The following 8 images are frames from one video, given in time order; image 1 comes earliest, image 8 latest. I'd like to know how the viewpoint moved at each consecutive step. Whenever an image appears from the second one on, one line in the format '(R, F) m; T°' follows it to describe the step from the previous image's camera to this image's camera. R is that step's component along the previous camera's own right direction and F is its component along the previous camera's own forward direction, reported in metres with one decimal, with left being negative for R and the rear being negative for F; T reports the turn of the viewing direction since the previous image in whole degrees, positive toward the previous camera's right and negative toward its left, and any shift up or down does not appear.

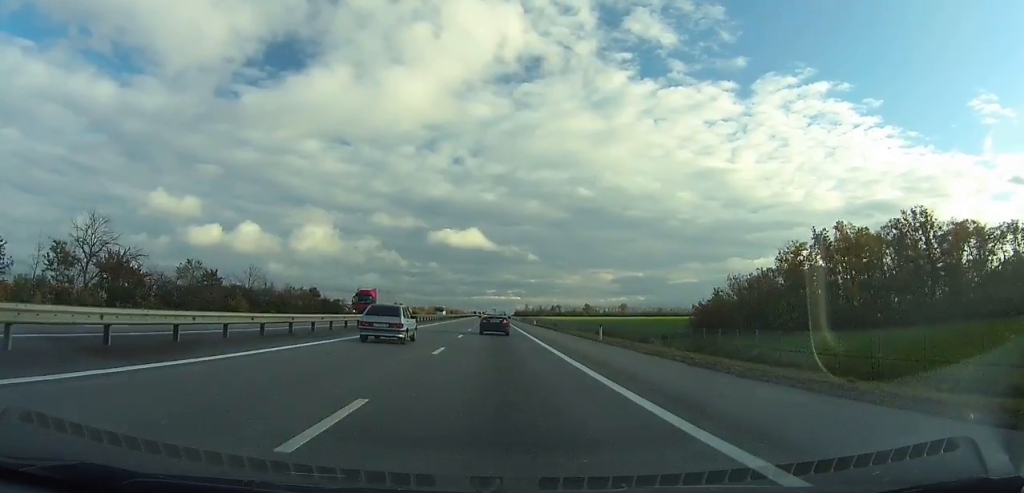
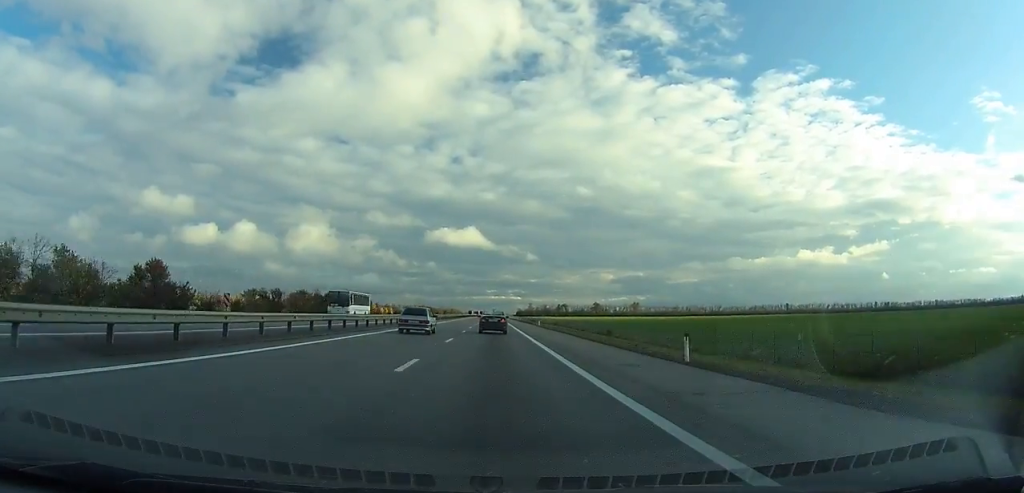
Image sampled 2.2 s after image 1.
(+0.1, +65.1) m; 0°
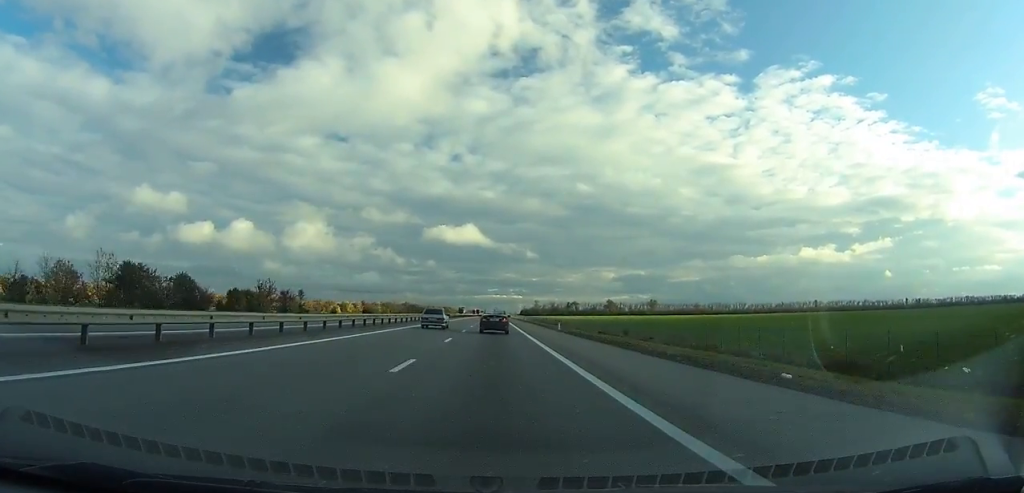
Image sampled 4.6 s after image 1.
(0.0, +71.5) m; 0°
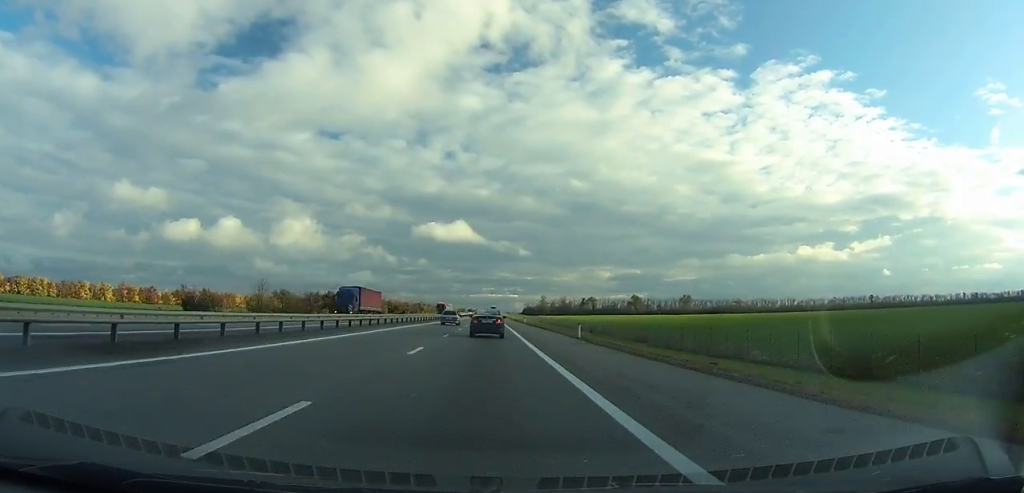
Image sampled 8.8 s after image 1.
(-0.1, +126.1) m; 0°
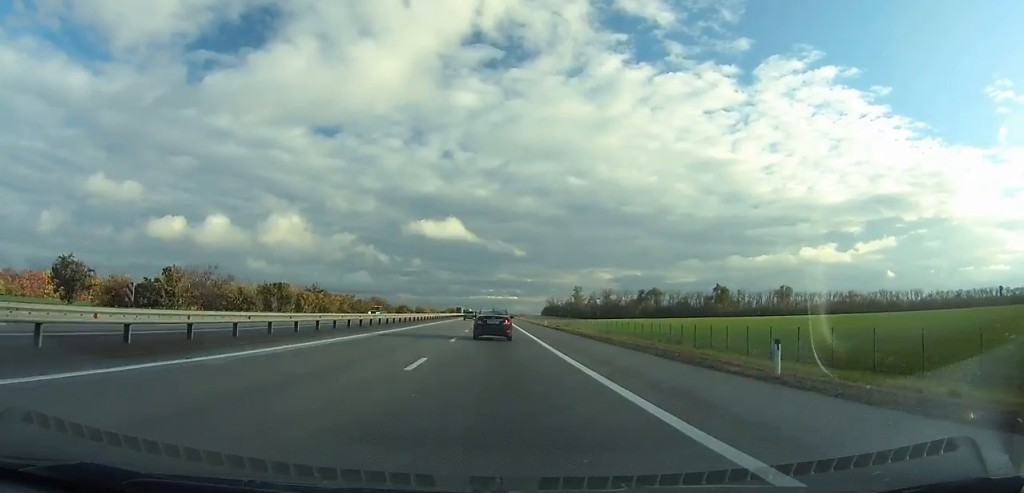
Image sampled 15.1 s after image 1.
(-0.3, +187.3) m; 0°
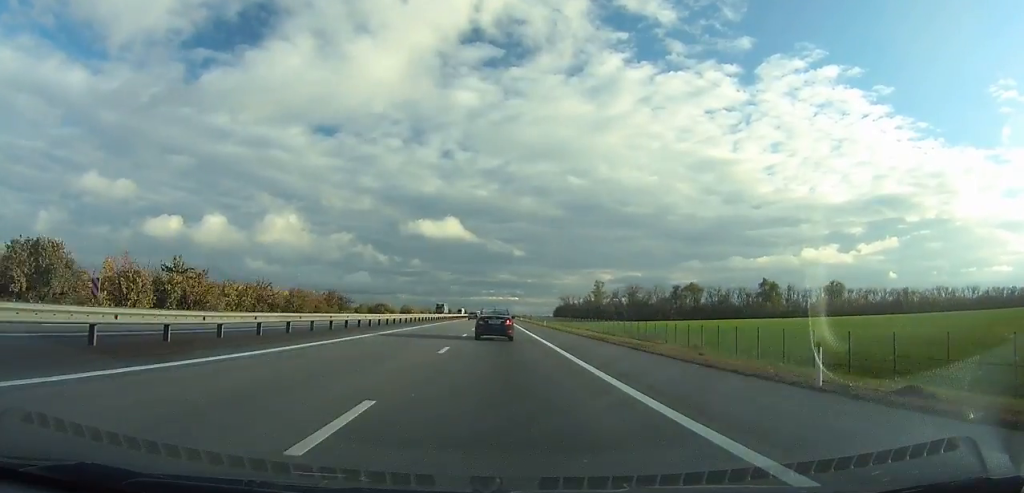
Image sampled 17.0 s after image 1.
(0.0, +56.1) m; 0°
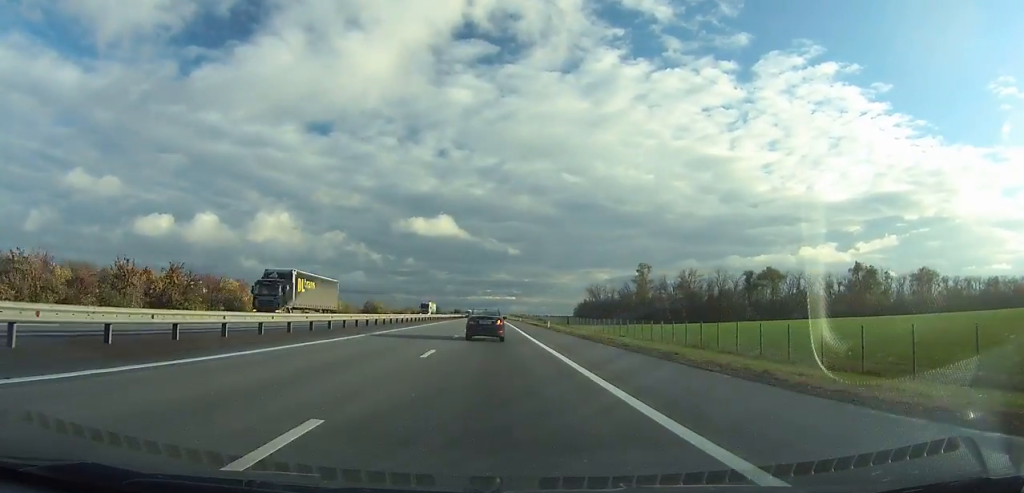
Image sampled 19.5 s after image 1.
(0.0, +73.8) m; 0°
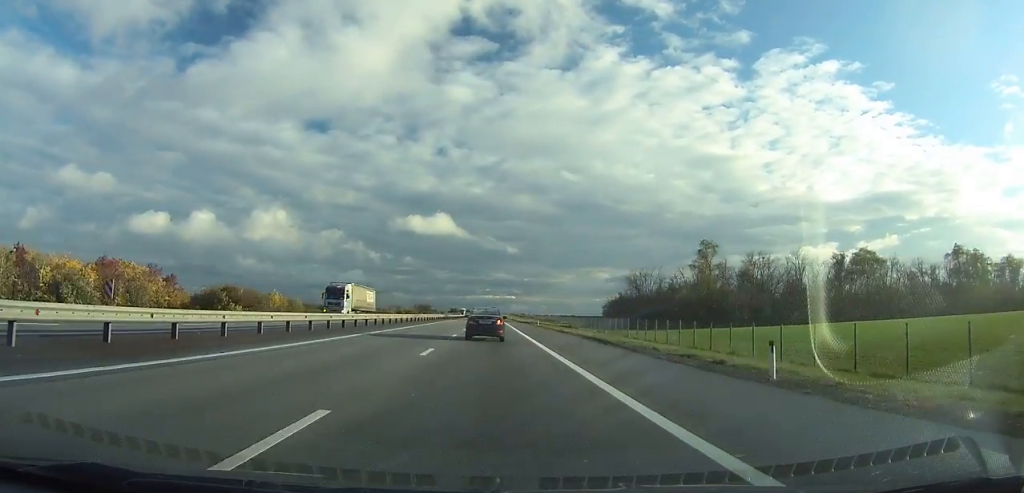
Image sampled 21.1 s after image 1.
(+0.2, +47.4) m; 0°
